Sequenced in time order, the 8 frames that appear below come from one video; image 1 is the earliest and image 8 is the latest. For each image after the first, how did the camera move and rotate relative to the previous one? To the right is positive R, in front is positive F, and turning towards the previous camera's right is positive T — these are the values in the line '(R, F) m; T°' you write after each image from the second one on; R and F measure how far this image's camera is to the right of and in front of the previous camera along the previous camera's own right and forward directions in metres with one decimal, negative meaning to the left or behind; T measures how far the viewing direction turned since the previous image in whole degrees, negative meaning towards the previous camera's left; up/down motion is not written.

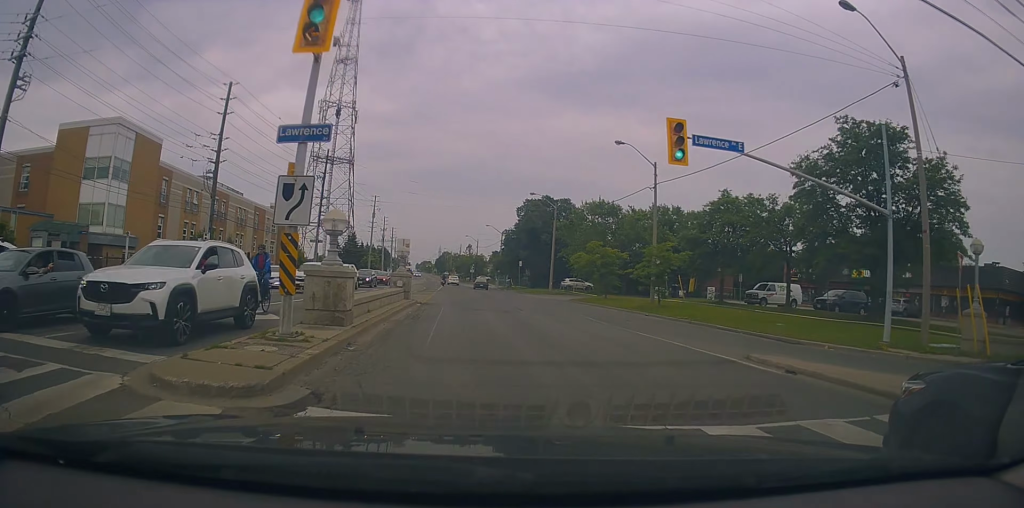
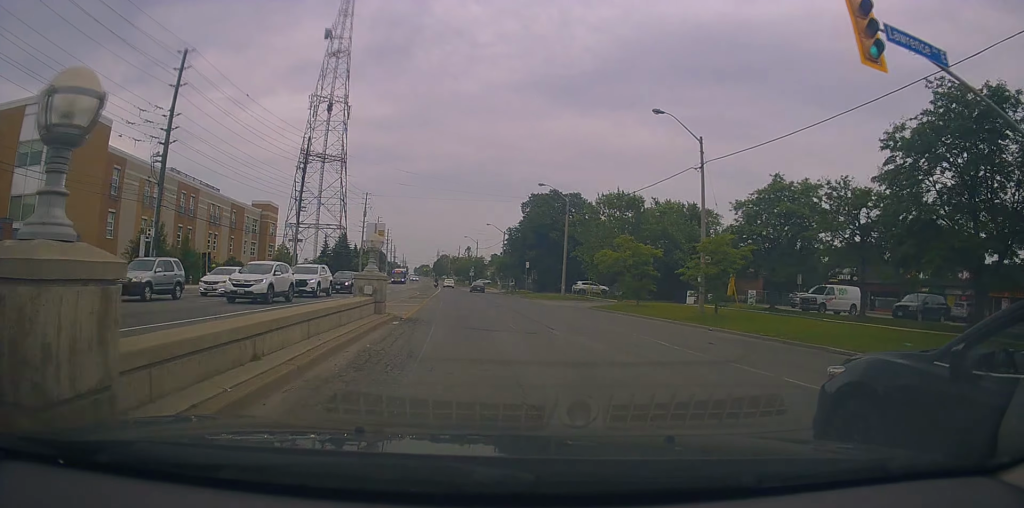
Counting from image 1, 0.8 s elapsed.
(+0.3, +8.1) m; +2°
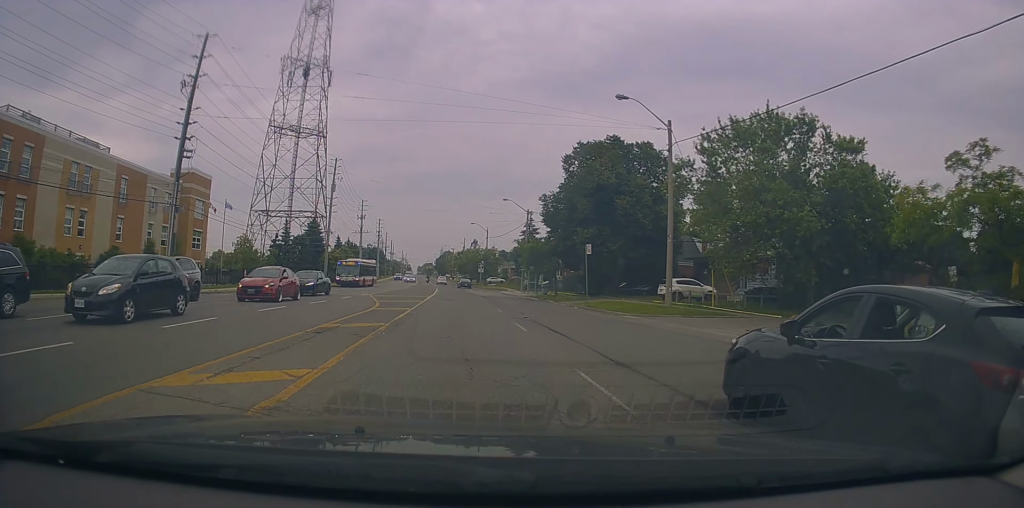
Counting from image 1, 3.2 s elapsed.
(-0.2, +27.2) m; -2°
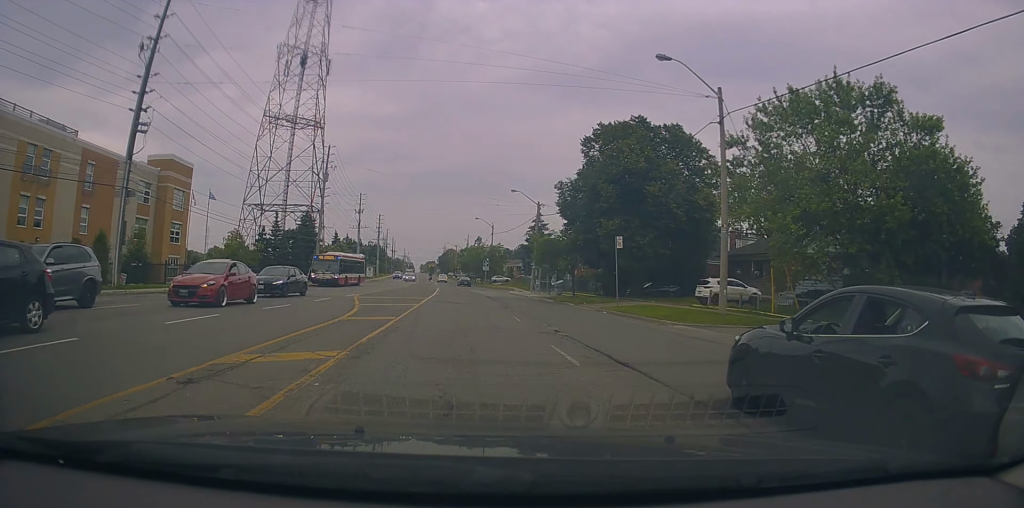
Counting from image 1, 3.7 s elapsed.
(0.0, +5.8) m; -1°
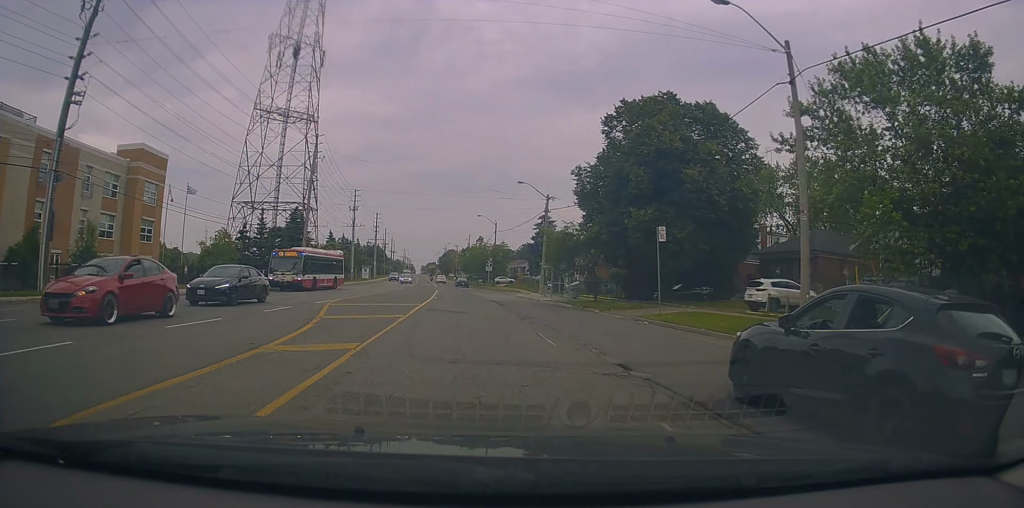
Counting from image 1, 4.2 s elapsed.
(0.0, +6.3) m; -1°
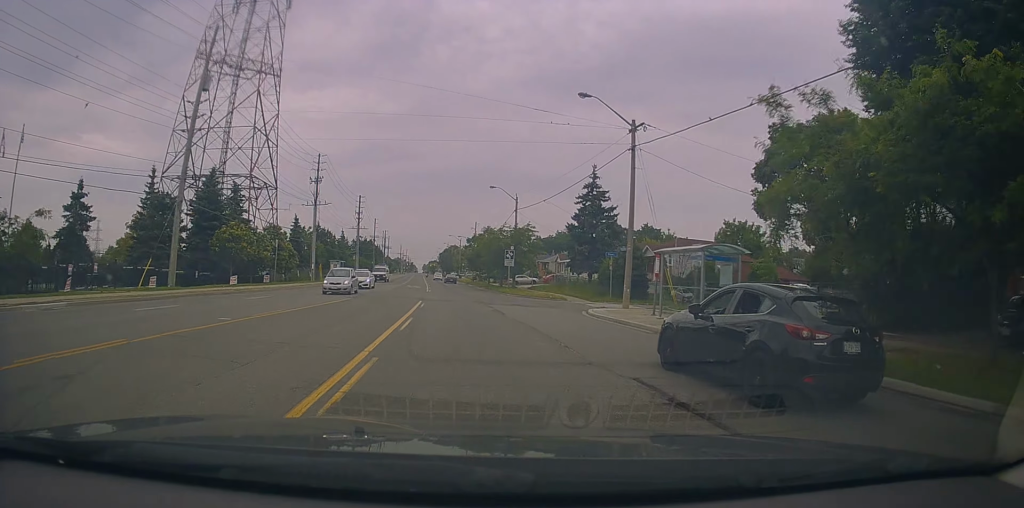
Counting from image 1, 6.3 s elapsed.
(-0.4, +28.2) m; -1°
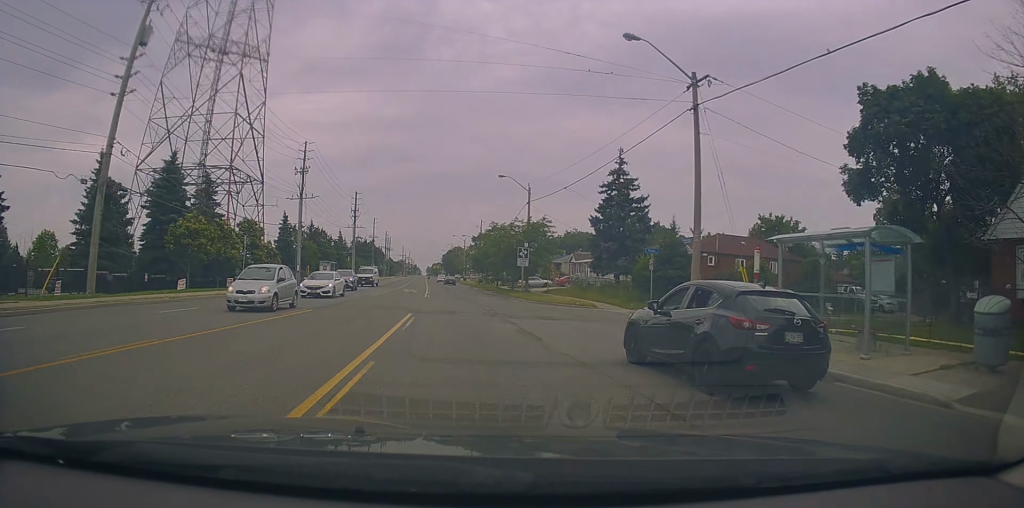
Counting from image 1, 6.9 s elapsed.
(0.0, +8.4) m; 0°
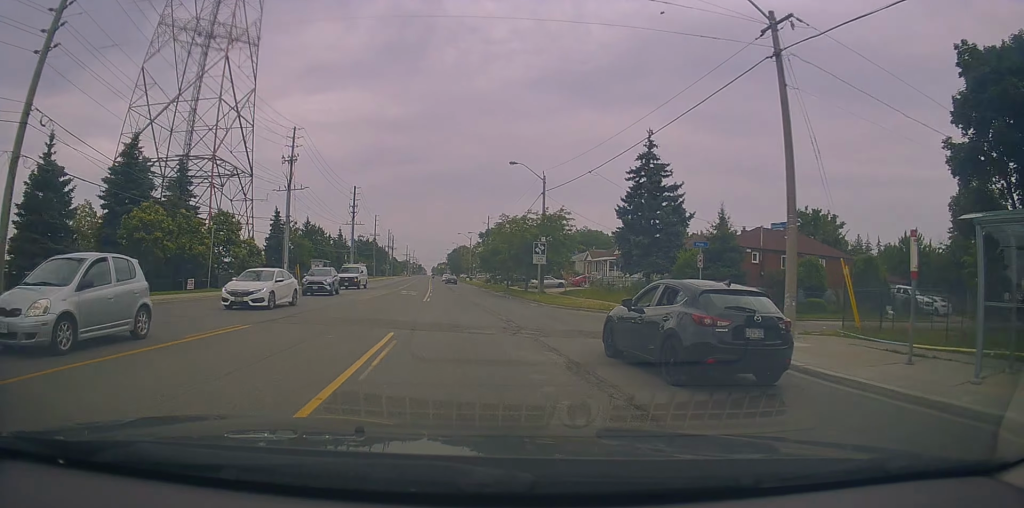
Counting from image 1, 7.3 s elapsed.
(0.0, +6.5) m; 0°
